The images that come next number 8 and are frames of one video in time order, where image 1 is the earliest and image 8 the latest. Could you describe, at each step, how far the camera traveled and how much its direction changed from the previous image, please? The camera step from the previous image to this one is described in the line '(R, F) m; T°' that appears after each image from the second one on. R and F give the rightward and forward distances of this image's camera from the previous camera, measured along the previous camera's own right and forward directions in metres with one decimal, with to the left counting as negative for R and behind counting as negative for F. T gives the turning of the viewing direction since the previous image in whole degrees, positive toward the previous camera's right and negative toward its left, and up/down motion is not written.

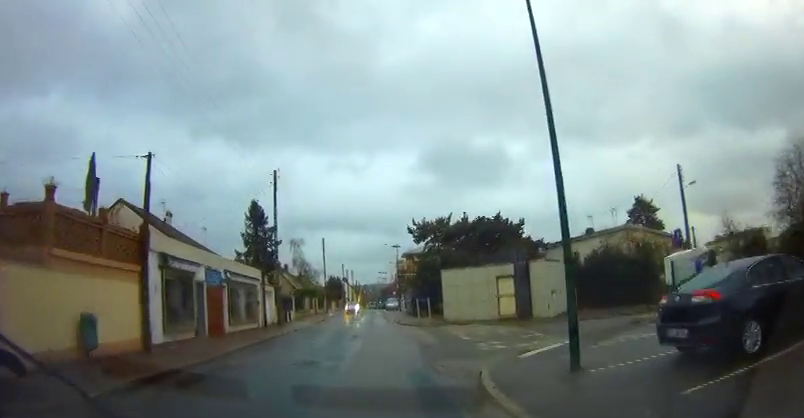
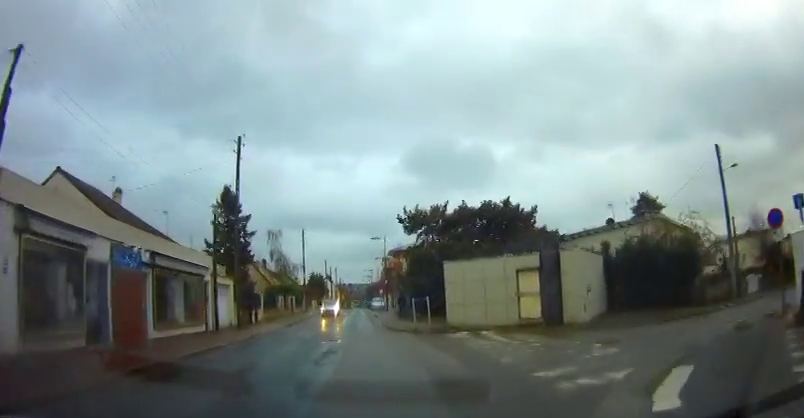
(0.0, +6.8) m; -1°
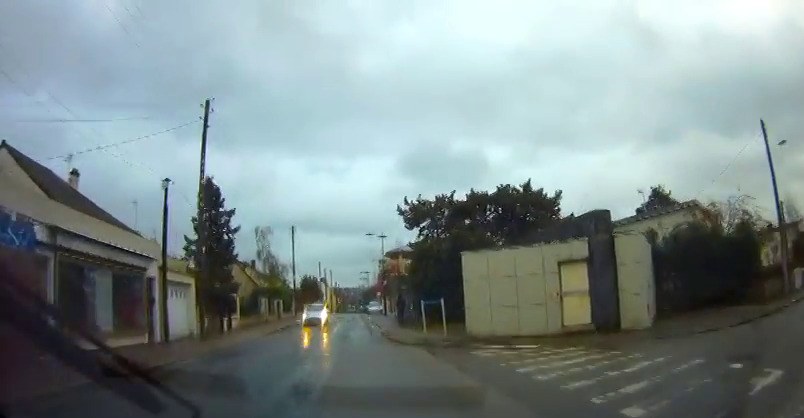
(-0.1, +5.2) m; 0°
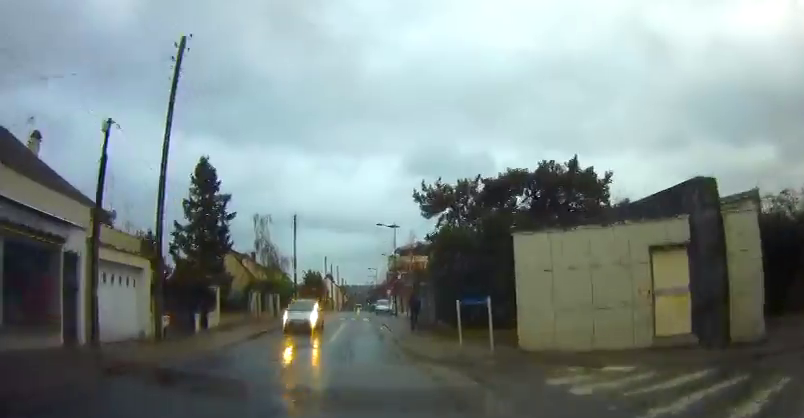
(0.0, +5.3) m; 0°
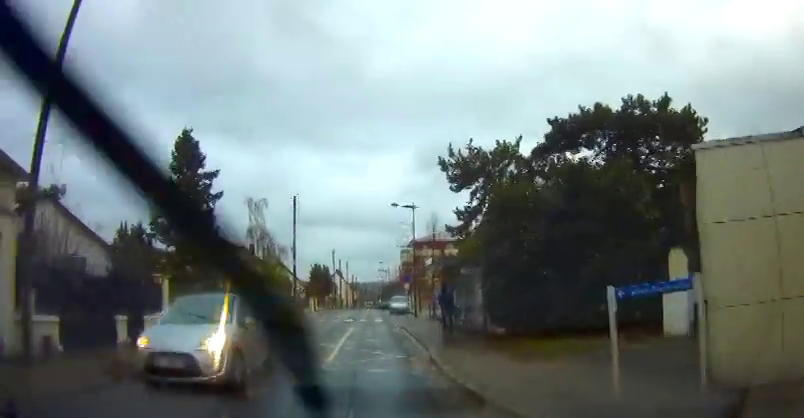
(+0.1, +7.7) m; +1°
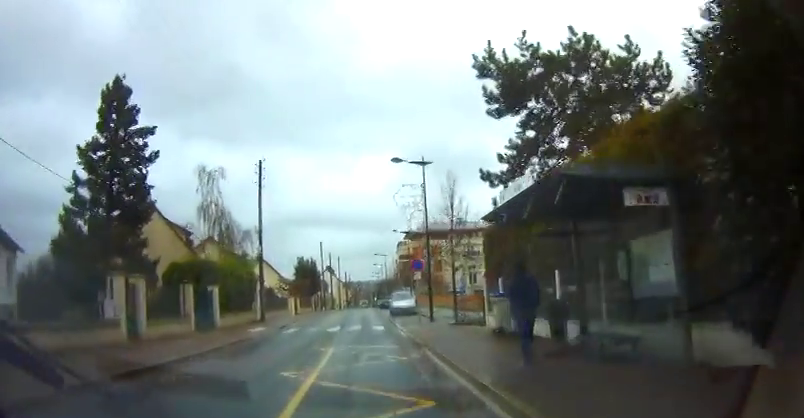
(0.0, +11.3) m; -1°
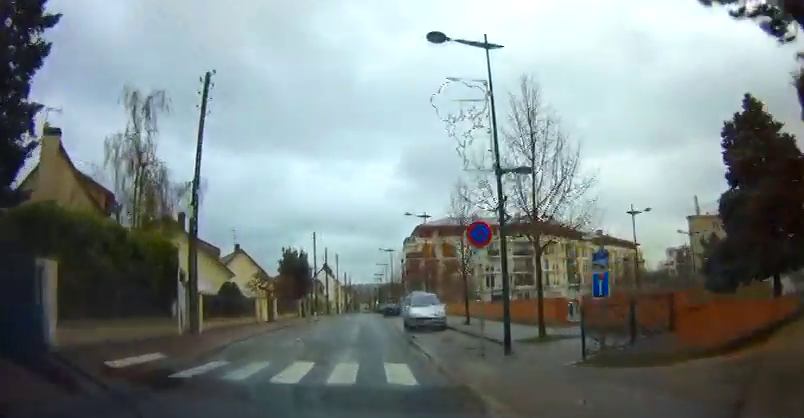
(-0.2, +13.0) m; -1°
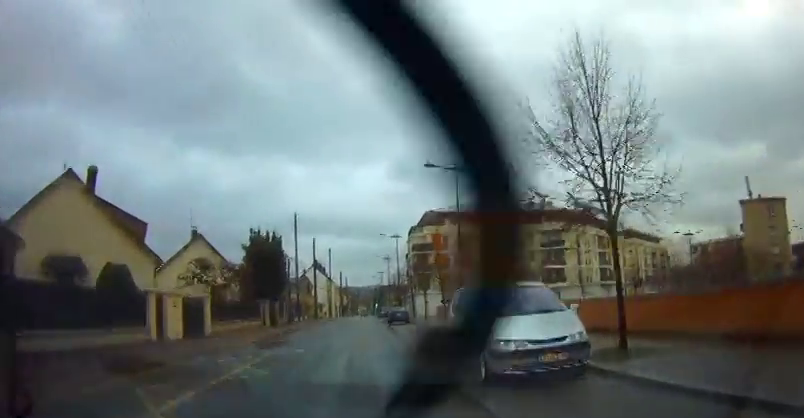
(+0.1, +14.9) m; 0°
